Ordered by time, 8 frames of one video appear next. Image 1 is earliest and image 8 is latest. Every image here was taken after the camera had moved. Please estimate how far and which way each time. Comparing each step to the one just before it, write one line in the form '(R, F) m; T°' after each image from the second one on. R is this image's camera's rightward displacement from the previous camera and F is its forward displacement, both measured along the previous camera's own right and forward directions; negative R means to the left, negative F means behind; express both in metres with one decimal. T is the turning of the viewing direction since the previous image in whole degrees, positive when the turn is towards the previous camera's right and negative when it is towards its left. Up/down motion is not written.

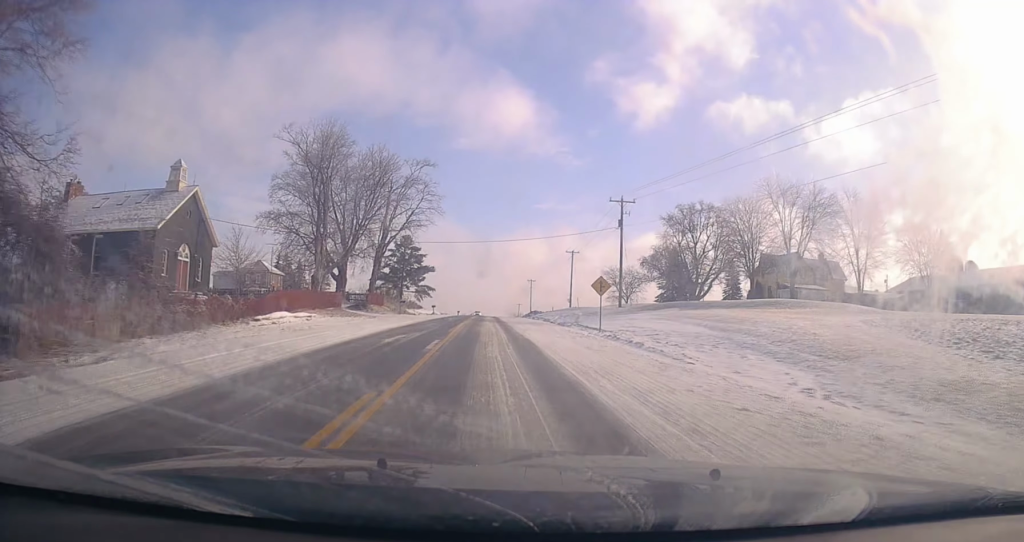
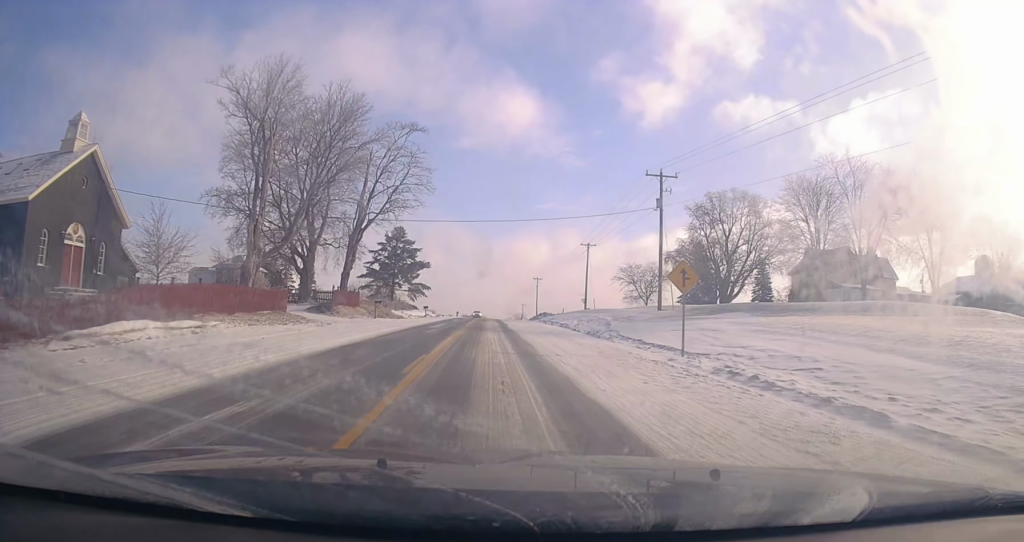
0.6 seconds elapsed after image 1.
(-0.1, +12.7) m; 0°
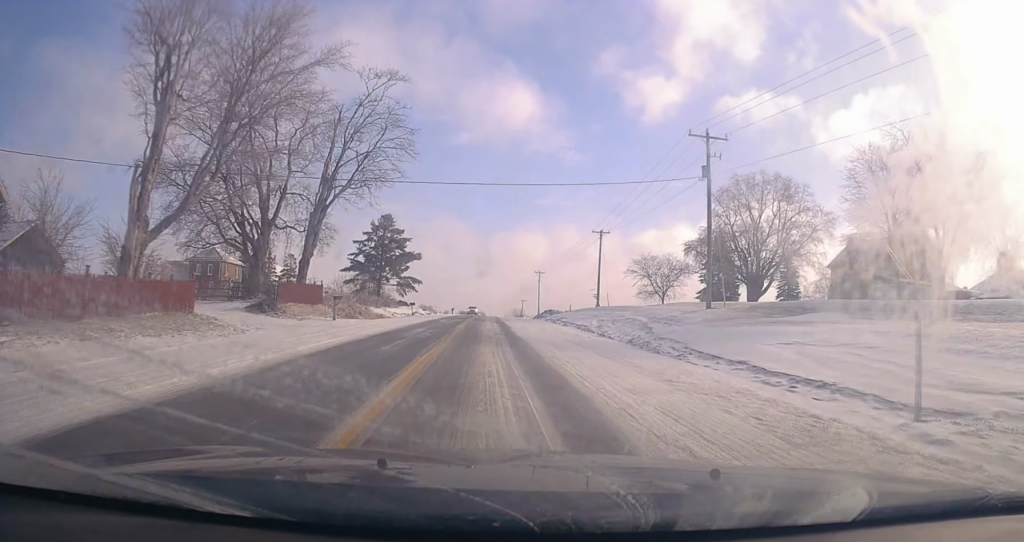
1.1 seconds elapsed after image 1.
(0.0, +10.6) m; 0°
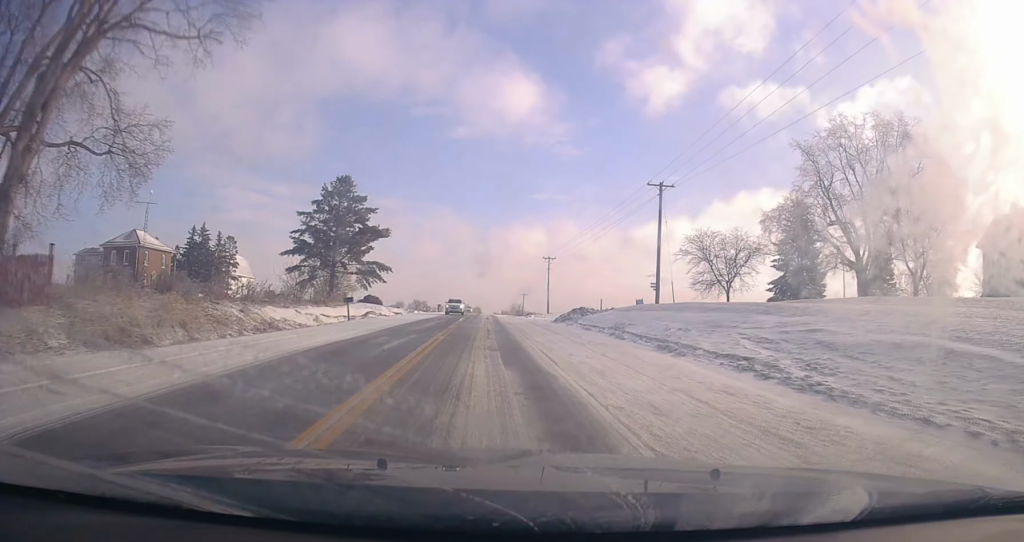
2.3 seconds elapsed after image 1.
(0.0, +26.4) m; 0°
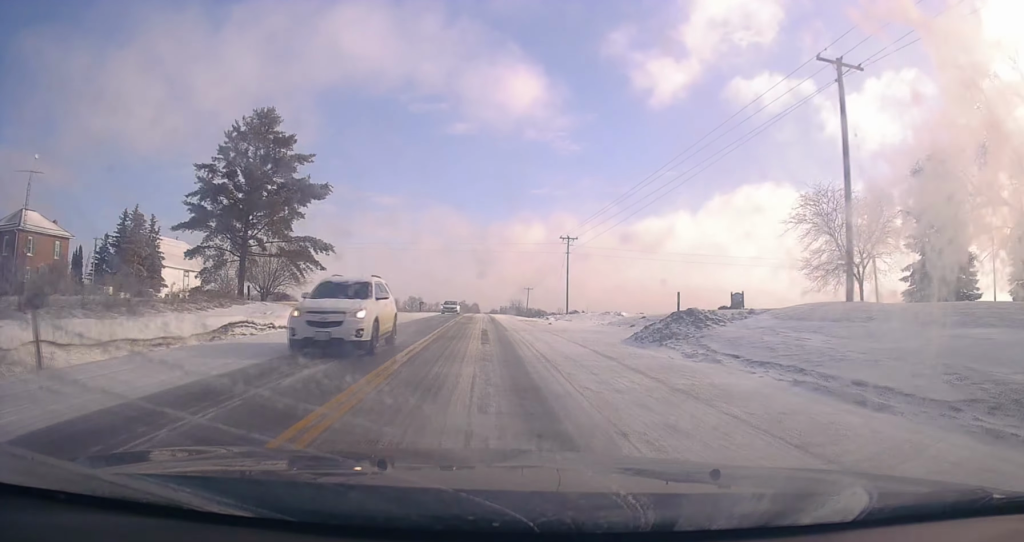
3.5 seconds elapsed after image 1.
(0.0, +25.3) m; 0°
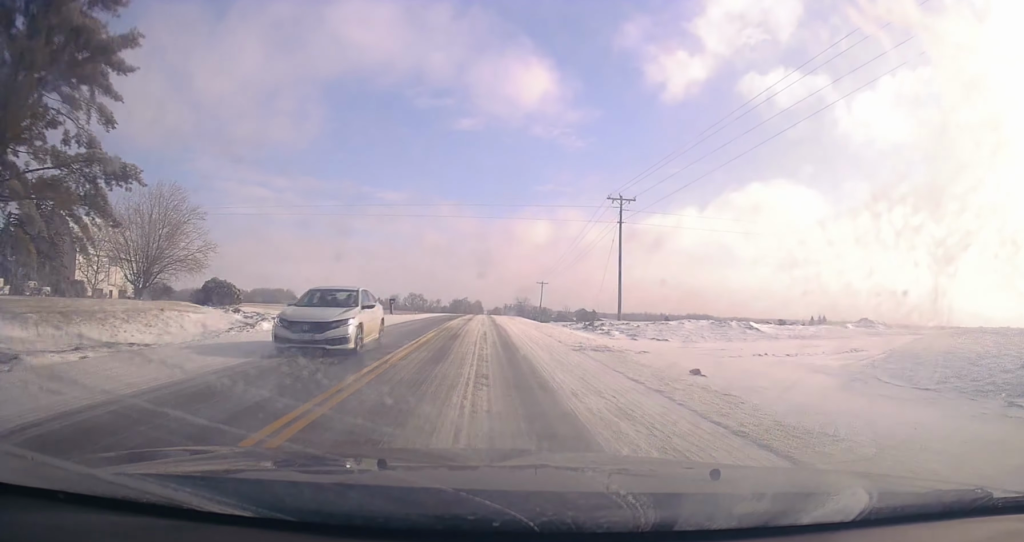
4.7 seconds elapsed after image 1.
(+0.1, +25.4) m; 0°
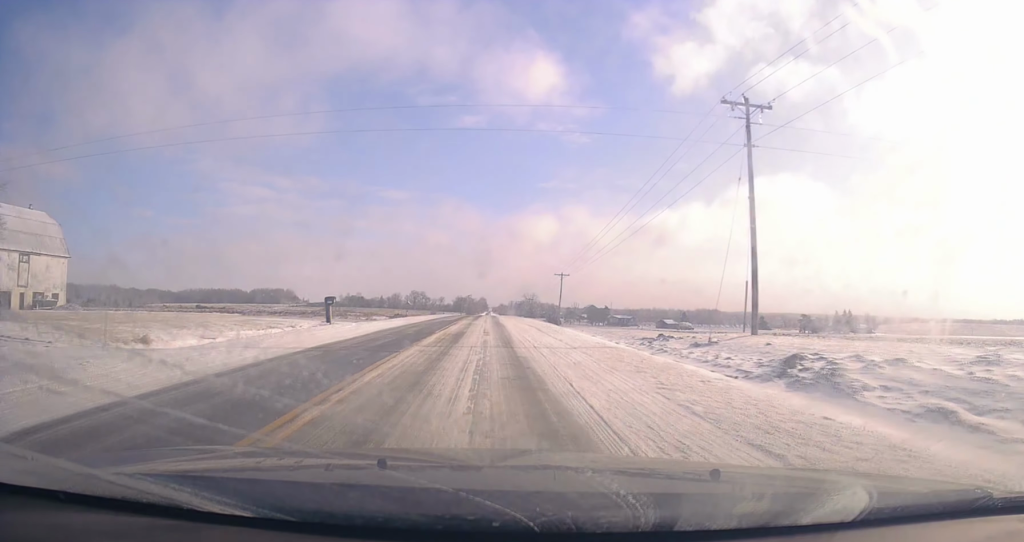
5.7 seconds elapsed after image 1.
(0.0, +21.9) m; 0°
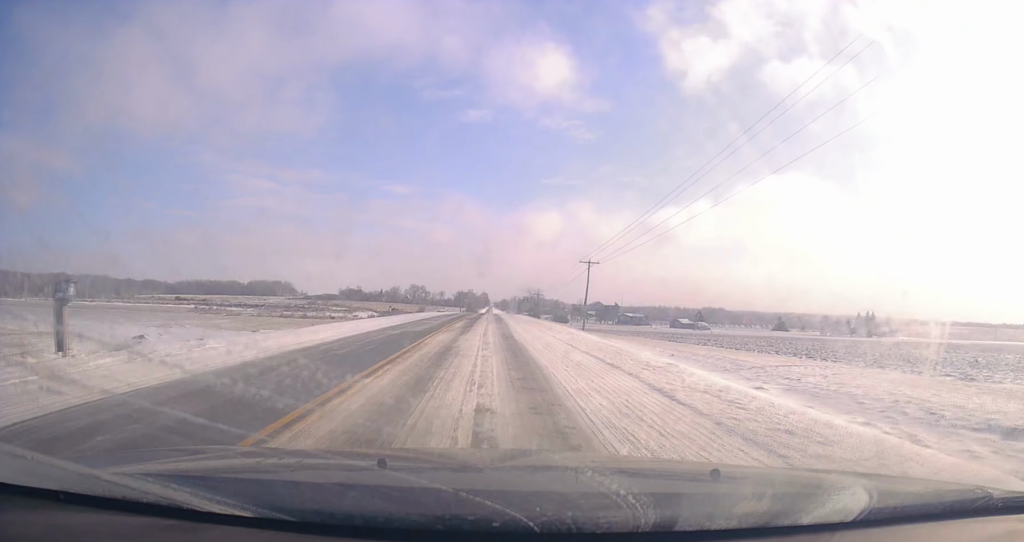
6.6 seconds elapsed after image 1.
(0.0, +20.4) m; -1°
